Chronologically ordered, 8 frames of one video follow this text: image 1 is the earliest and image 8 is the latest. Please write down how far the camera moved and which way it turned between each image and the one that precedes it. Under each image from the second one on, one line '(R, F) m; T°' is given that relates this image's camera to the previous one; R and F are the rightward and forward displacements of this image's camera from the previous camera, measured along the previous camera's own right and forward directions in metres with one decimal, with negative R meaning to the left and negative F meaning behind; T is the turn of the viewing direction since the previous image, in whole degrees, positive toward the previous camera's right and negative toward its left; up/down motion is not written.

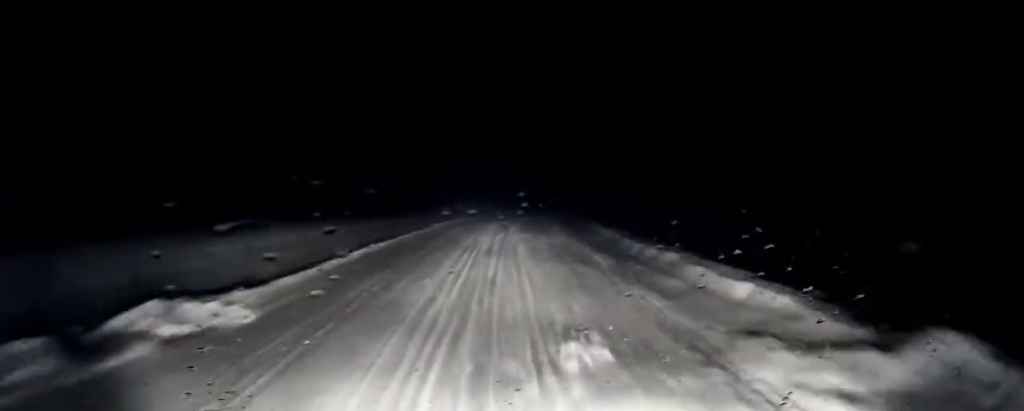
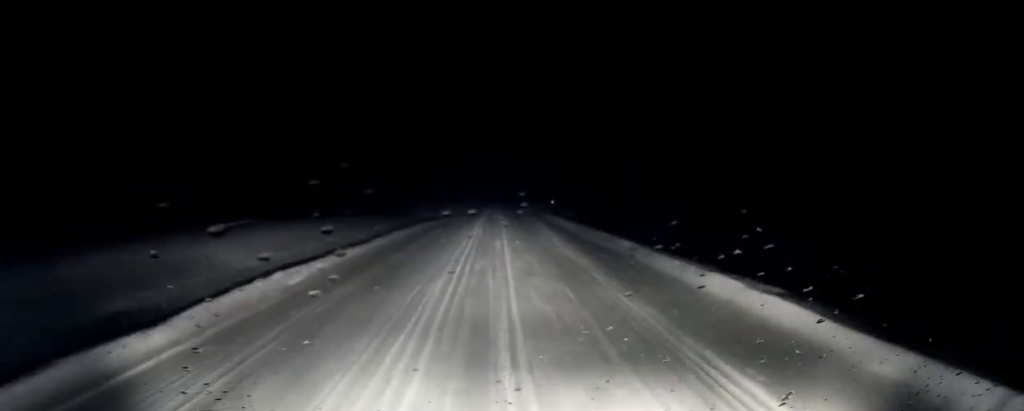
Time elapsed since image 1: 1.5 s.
(+0.9, +19.1) m; +3°
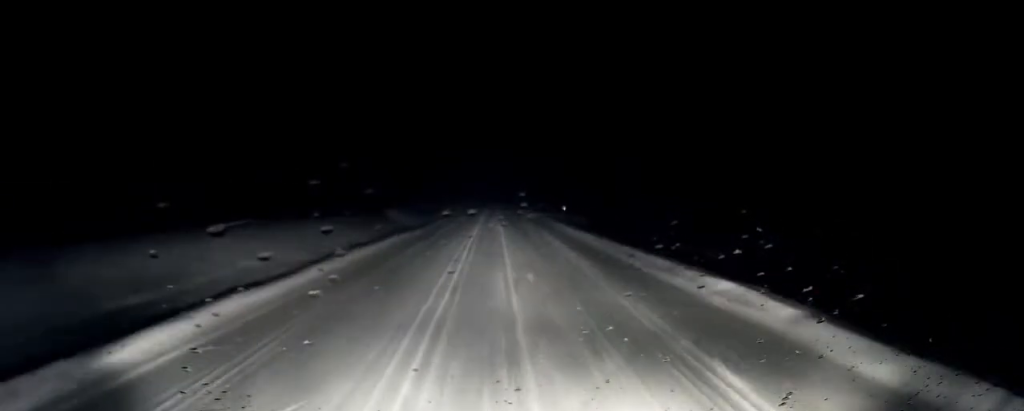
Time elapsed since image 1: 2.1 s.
(0.0, +7.0) m; 0°
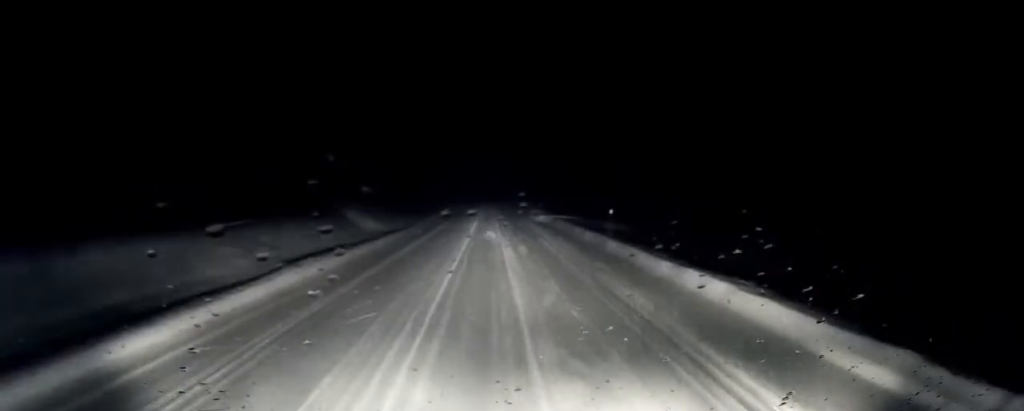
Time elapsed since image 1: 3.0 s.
(0.0, +11.5) m; 0°
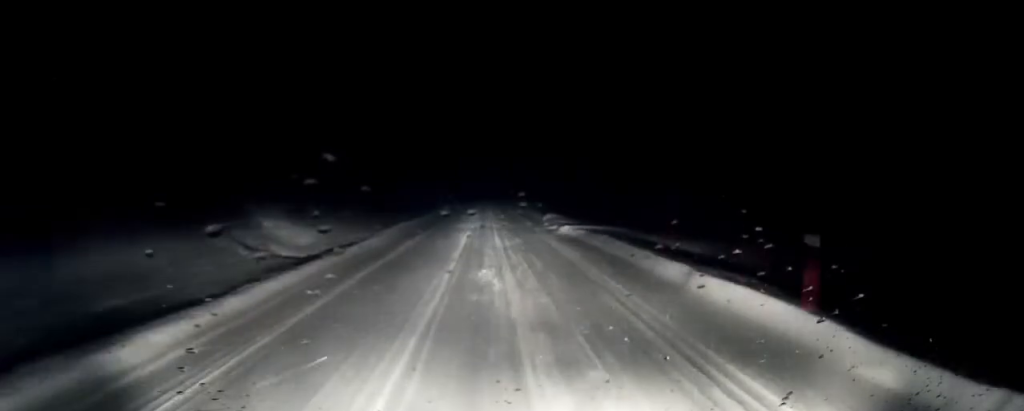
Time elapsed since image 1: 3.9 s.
(0.0, +11.0) m; 0°
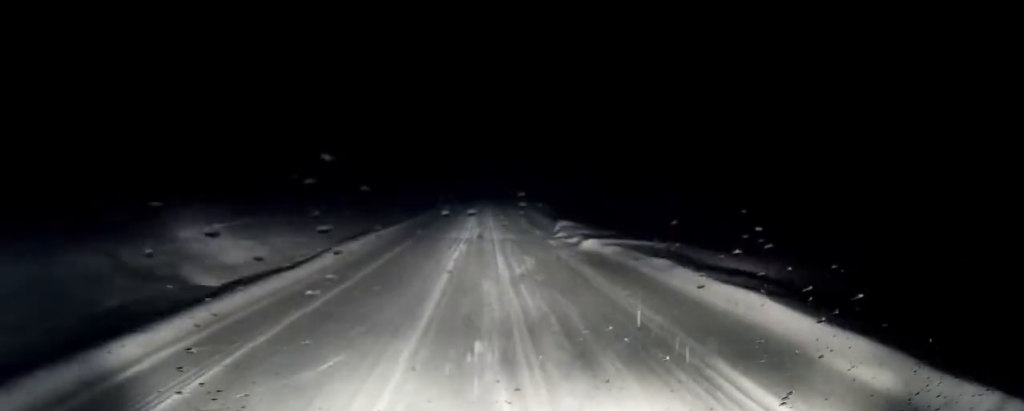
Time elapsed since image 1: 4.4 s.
(0.0, +5.3) m; 0°
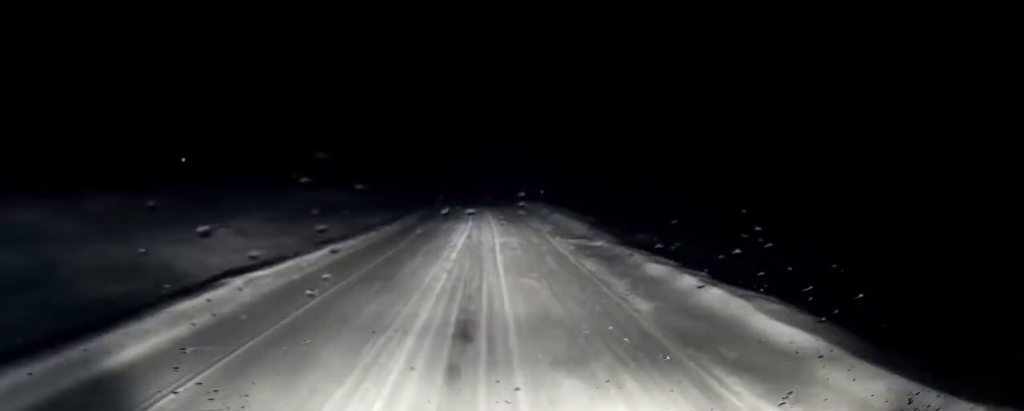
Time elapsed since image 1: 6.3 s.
(-0.6, +23.9) m; -2°
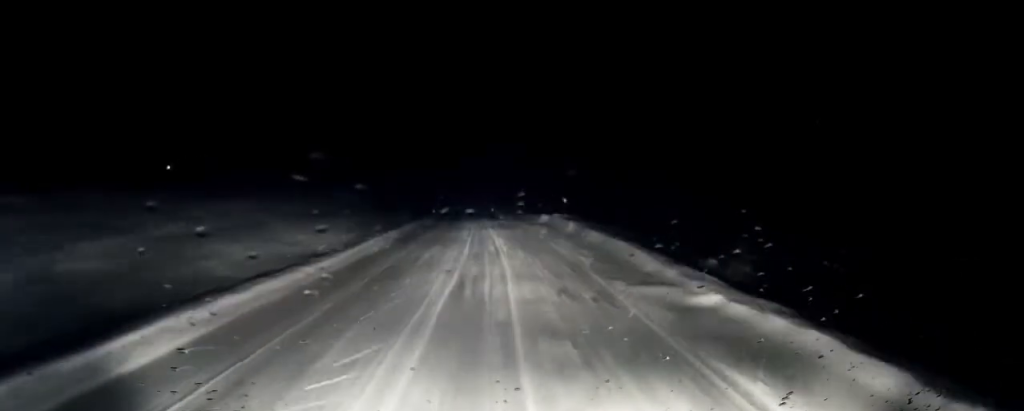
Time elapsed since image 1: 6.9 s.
(-0.1, +7.7) m; 0°
